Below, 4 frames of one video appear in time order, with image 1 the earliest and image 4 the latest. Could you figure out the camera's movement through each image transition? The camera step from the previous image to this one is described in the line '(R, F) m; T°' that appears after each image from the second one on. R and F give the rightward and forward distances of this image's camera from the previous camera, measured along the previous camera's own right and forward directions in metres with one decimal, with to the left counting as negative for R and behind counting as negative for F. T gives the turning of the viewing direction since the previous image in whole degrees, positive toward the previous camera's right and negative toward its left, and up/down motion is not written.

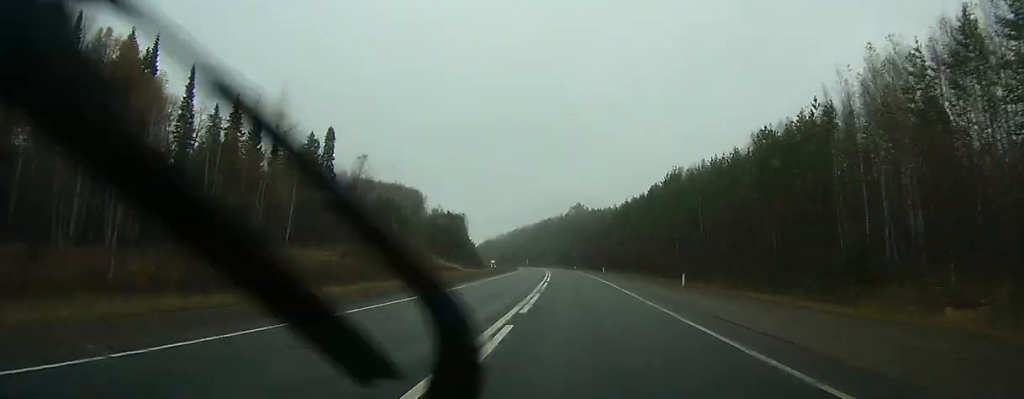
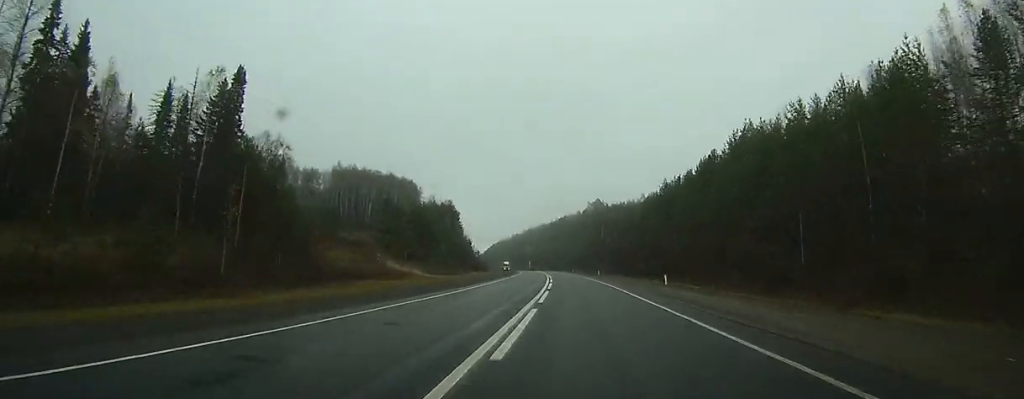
(-0.9, +42.7) m; -1°
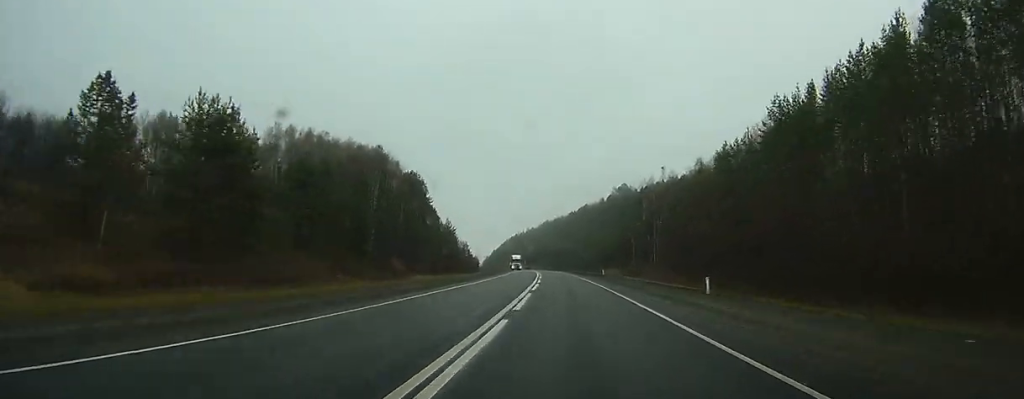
(-1.1, +63.0) m; -2°
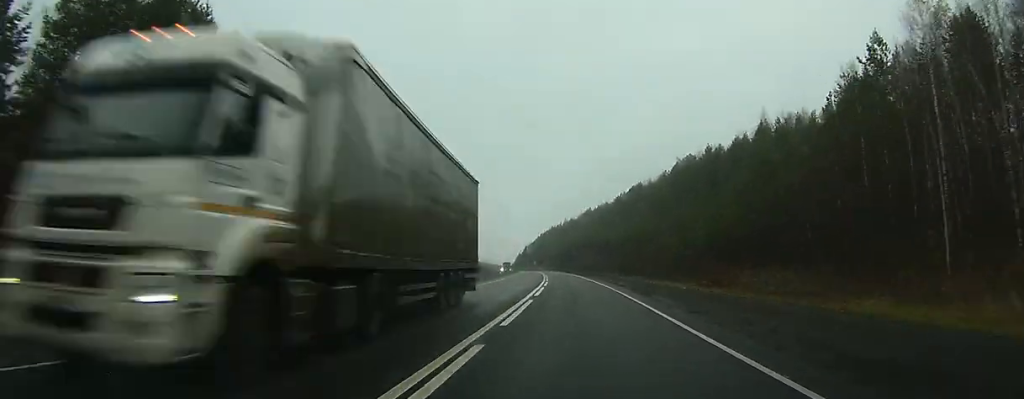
(-3.5, +88.9) m; -4°
